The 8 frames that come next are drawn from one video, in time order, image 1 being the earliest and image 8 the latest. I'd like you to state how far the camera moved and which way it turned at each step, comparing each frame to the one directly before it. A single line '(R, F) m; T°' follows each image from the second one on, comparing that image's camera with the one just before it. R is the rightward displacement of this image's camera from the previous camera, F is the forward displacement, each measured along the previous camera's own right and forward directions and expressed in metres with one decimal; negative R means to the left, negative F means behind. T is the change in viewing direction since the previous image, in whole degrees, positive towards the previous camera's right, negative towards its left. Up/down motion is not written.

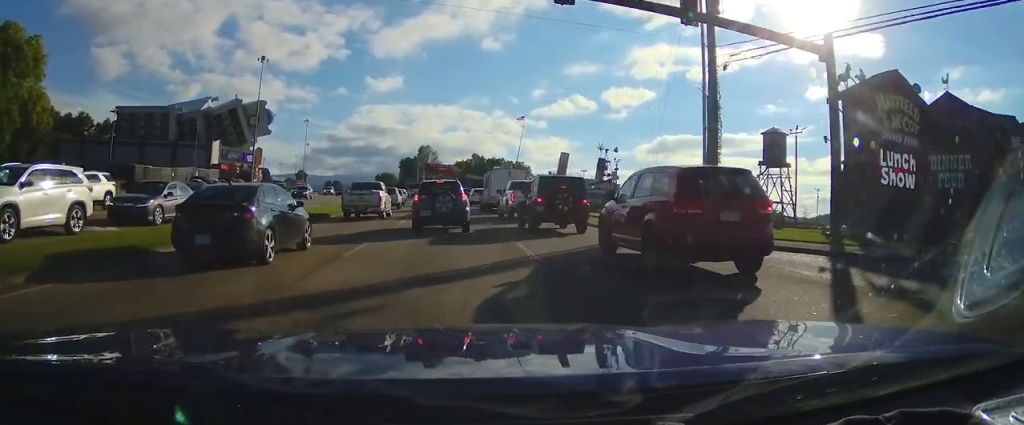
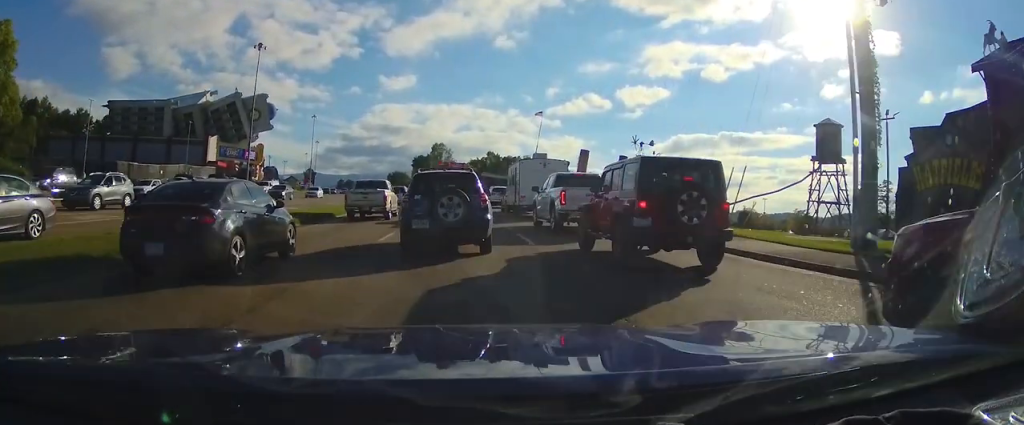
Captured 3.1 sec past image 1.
(-0.2, +9.3) m; -1°
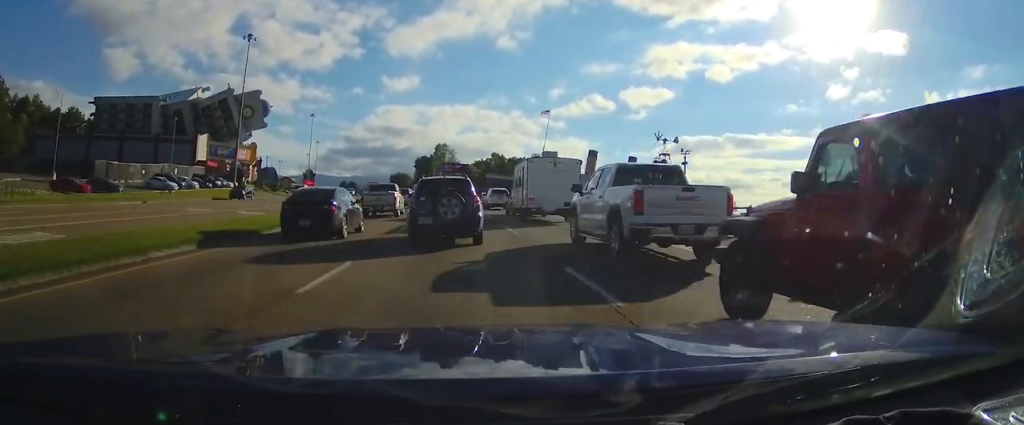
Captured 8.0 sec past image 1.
(+0.1, +12.7) m; 0°
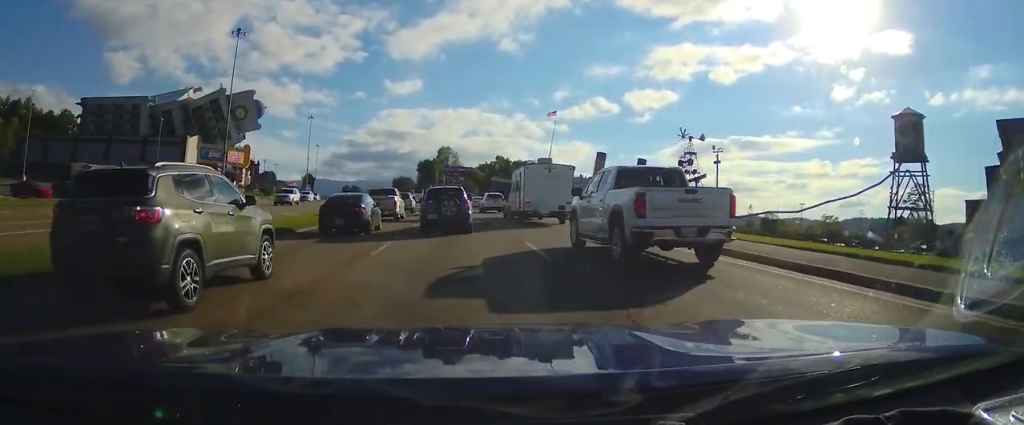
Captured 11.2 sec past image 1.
(0.0, +8.3) m; 0°
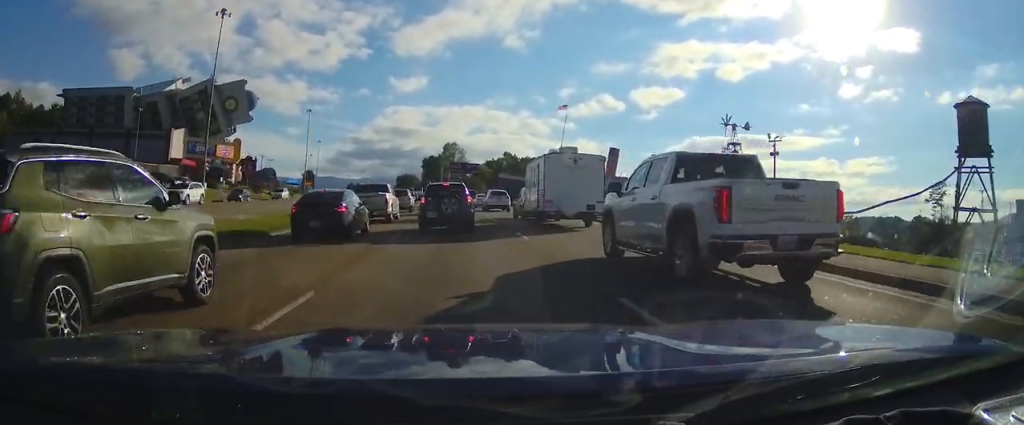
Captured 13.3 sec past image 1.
(+0.1, +5.8) m; 0°
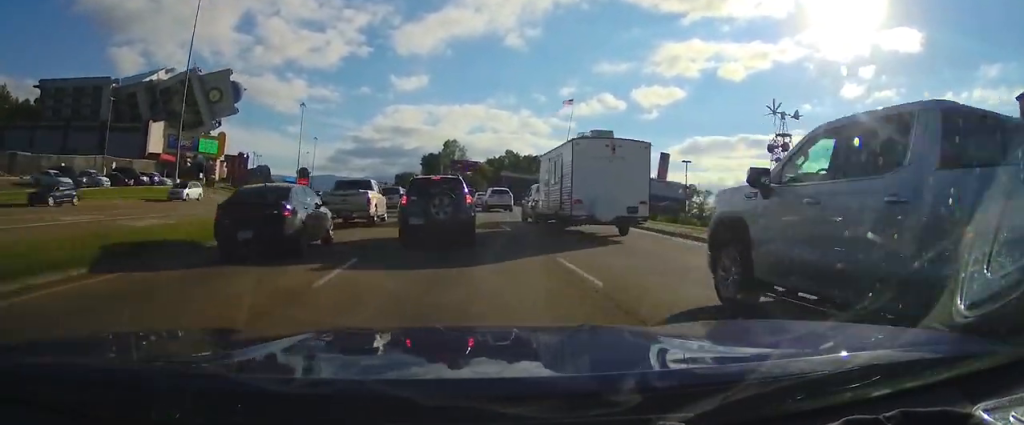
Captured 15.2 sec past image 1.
(0.0, +5.1) m; -1°
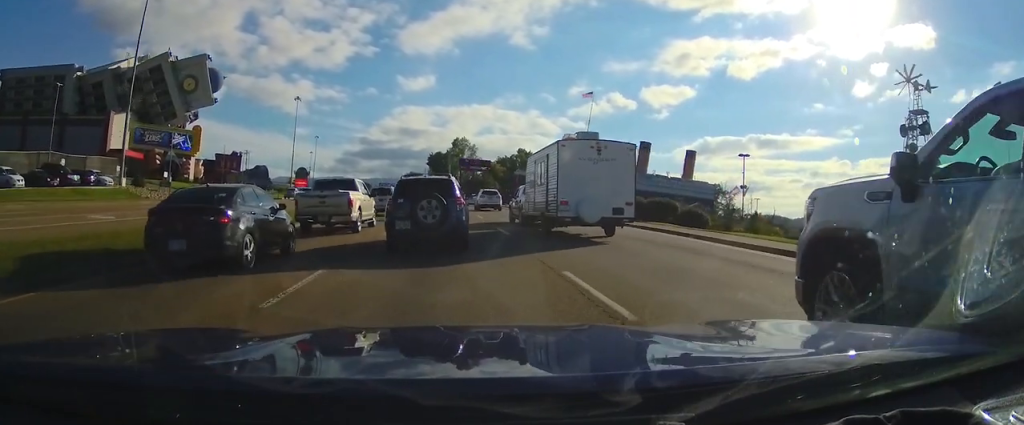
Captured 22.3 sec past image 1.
(-0.4, +20.6) m; 0°
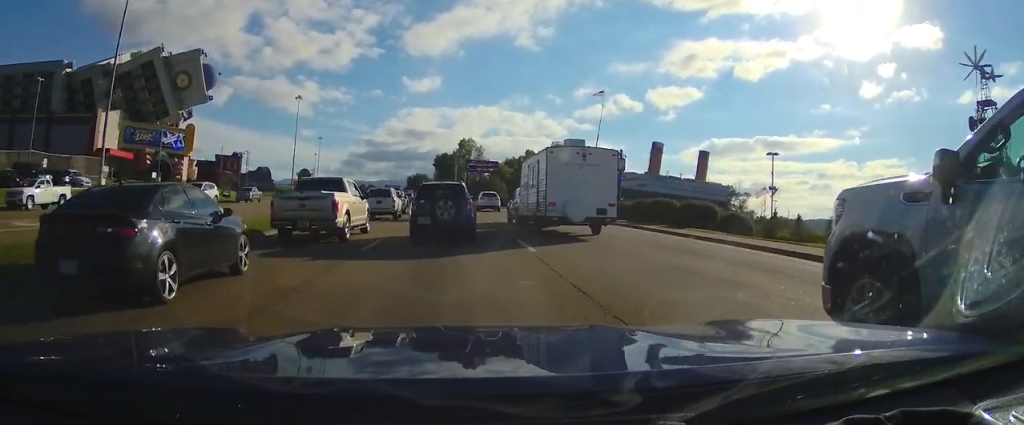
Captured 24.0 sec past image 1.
(+0.2, +5.8) m; -1°
